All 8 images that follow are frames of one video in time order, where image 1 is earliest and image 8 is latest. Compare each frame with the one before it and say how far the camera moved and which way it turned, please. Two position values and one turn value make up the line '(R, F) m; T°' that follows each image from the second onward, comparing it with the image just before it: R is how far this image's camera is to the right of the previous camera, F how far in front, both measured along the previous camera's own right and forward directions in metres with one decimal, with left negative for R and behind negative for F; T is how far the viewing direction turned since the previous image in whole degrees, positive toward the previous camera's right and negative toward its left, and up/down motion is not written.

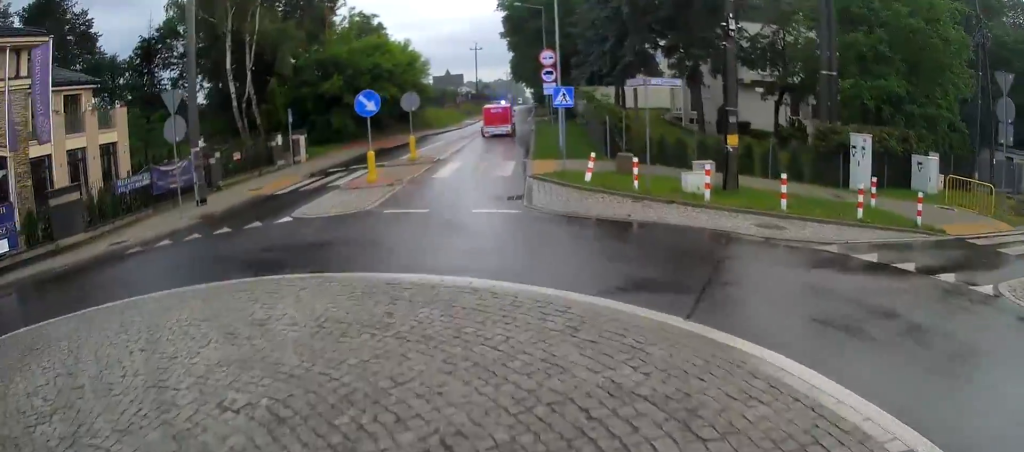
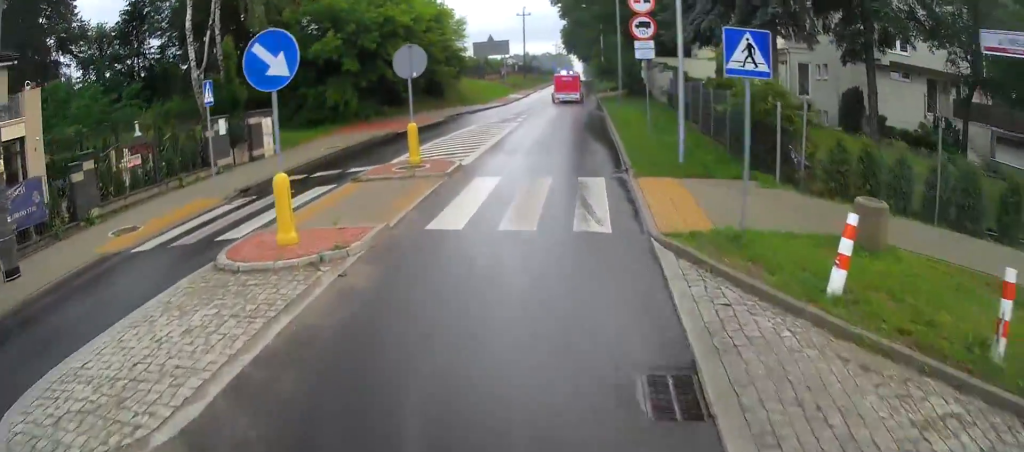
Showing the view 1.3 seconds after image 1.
(-0.6, +10.7) m; -4°
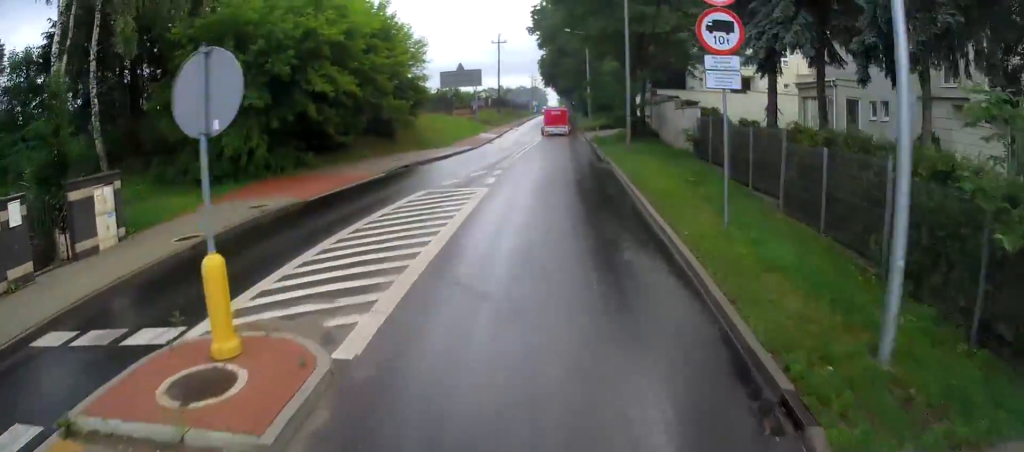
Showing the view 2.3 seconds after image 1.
(0.0, +7.9) m; +1°
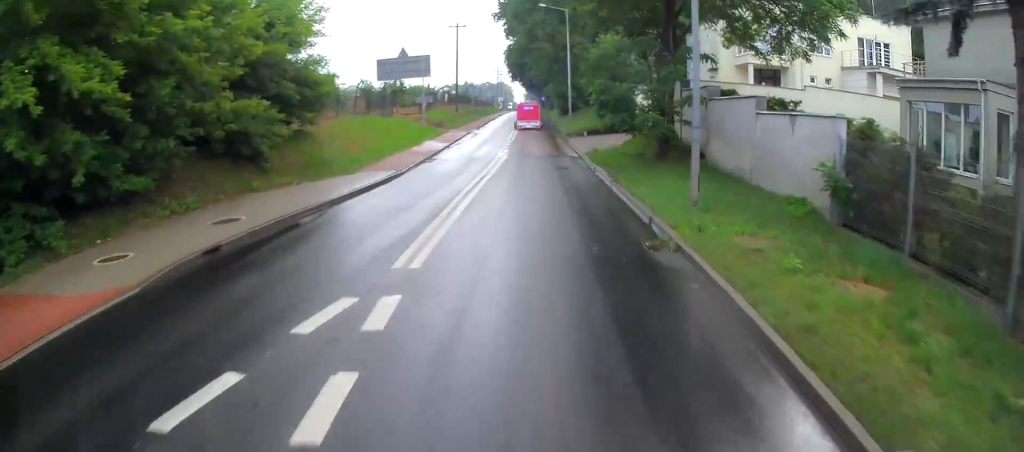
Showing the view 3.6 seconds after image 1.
(+0.3, +11.4) m; +5°
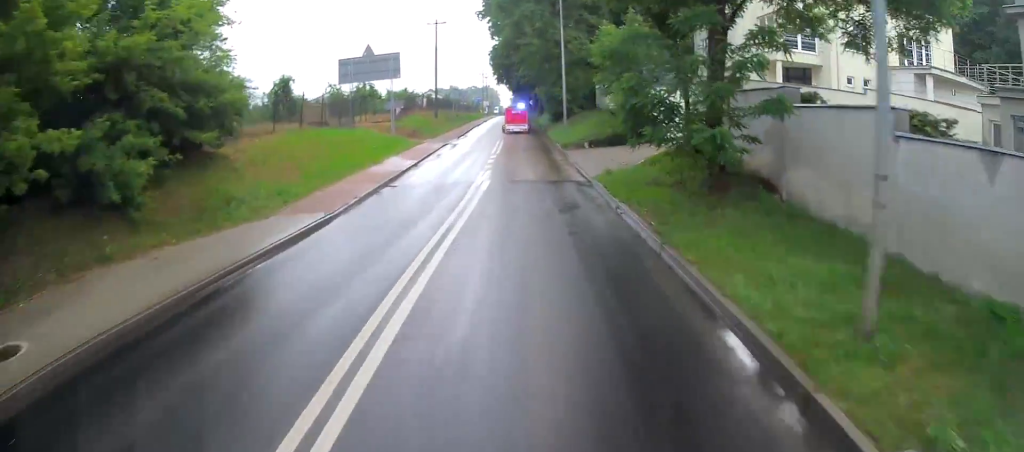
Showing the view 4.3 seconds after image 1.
(+0.3, +6.0) m; +2°
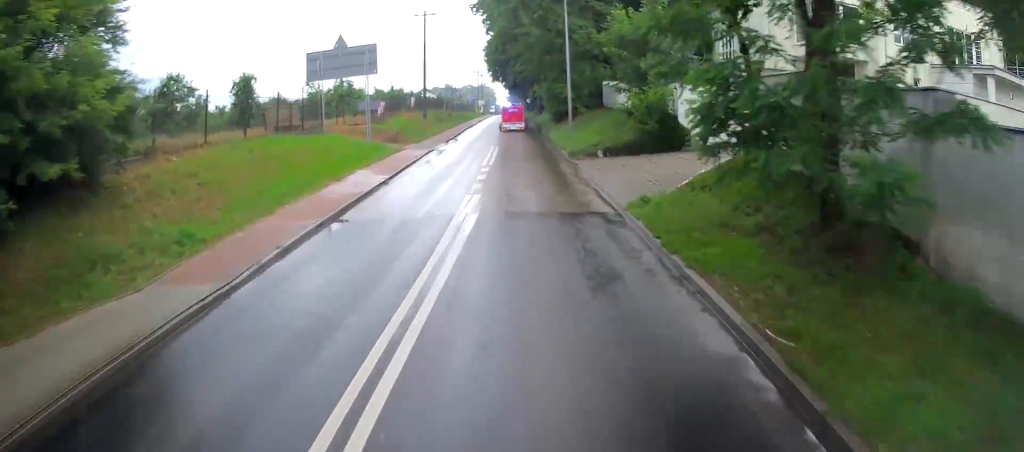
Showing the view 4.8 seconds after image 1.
(+0.2, +4.9) m; +1°
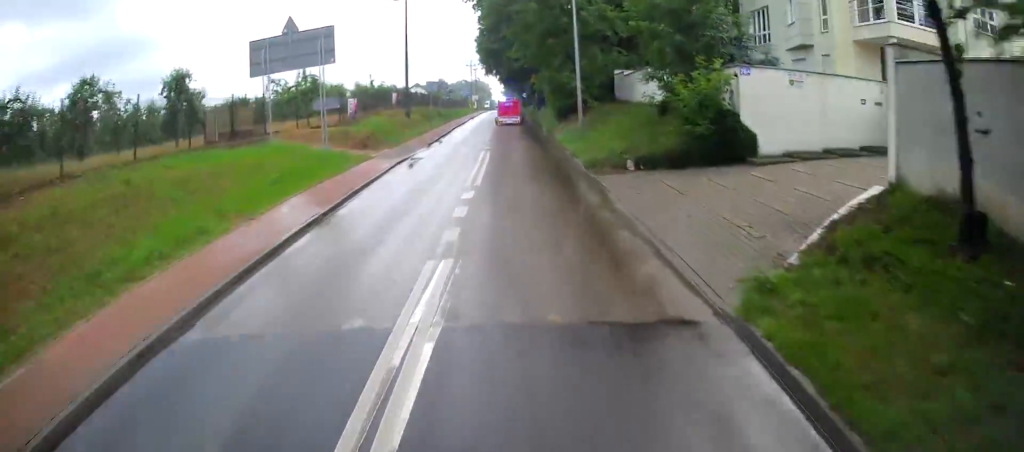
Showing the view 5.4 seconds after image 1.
(-0.1, +6.6) m; 0°
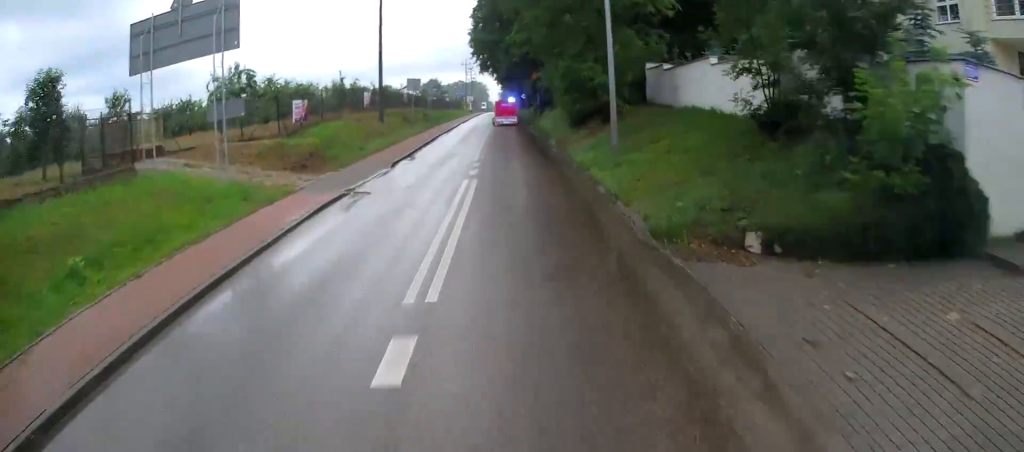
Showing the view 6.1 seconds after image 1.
(0.0, +8.9) m; +1°
